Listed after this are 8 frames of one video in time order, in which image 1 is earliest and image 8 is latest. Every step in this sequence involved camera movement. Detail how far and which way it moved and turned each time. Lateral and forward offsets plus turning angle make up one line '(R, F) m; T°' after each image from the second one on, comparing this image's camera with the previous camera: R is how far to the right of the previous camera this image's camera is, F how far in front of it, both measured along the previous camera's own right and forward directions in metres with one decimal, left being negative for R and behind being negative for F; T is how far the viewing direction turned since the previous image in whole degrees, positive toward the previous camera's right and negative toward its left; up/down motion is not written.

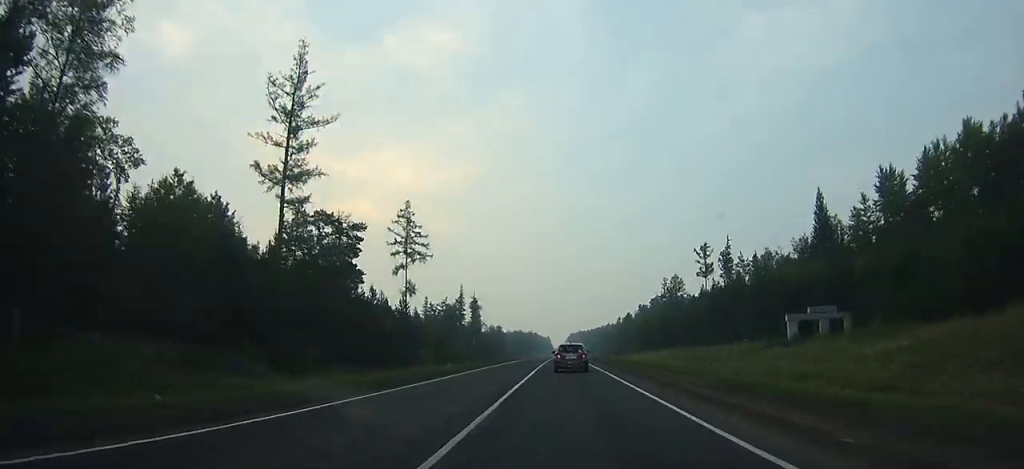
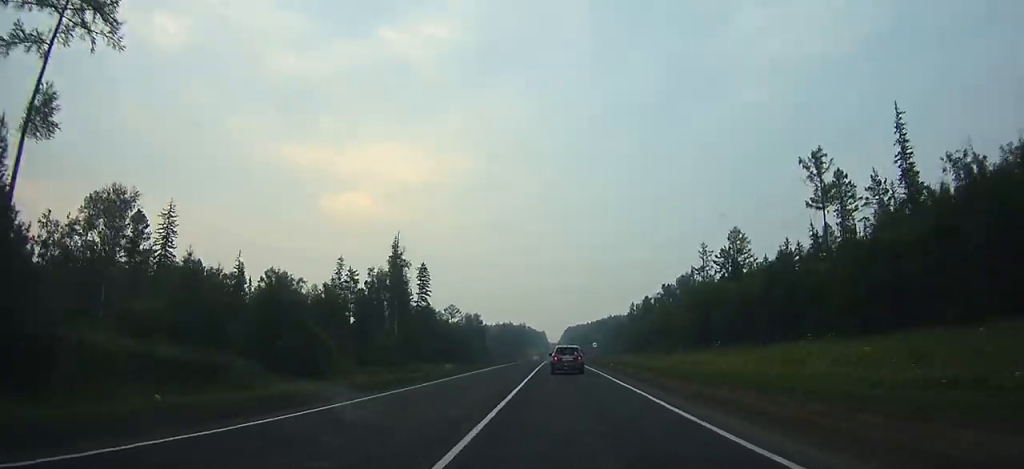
(-0.1, +67.9) m; 0°
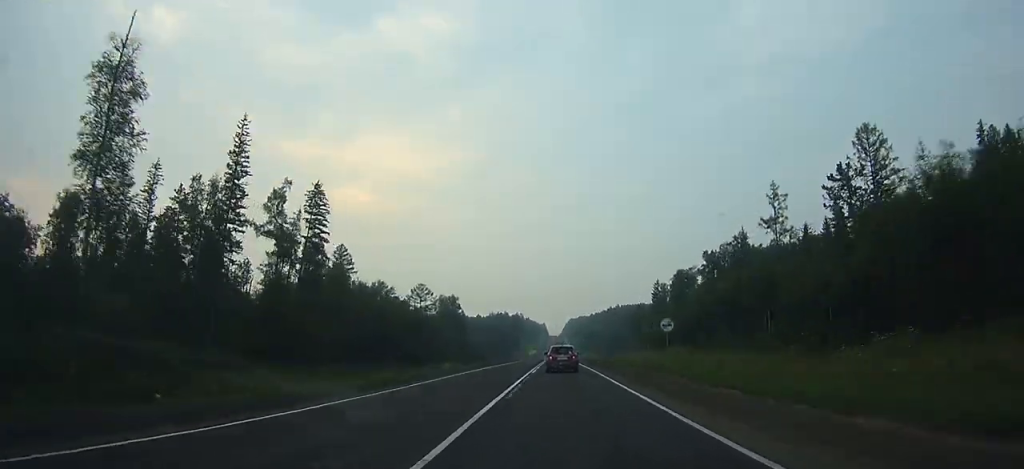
(+0.1, +55.3) m; 0°
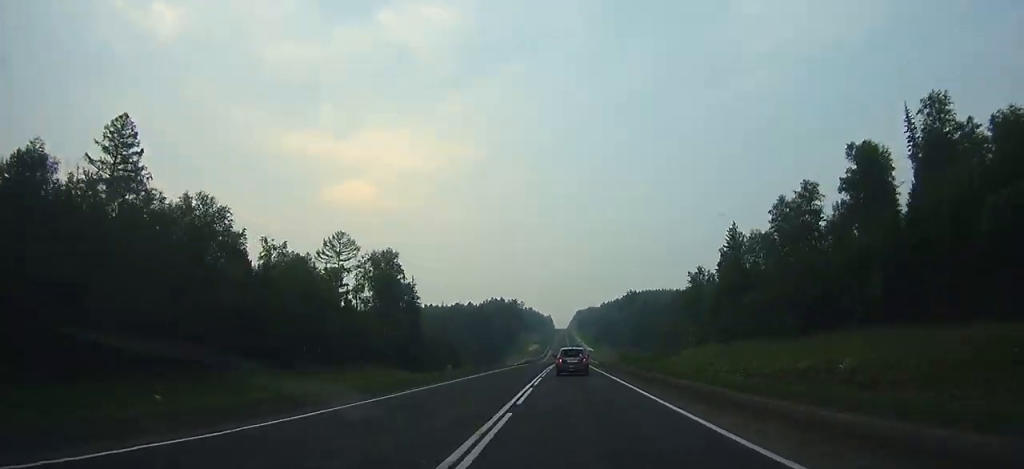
(-0.1, +76.6) m; 0°
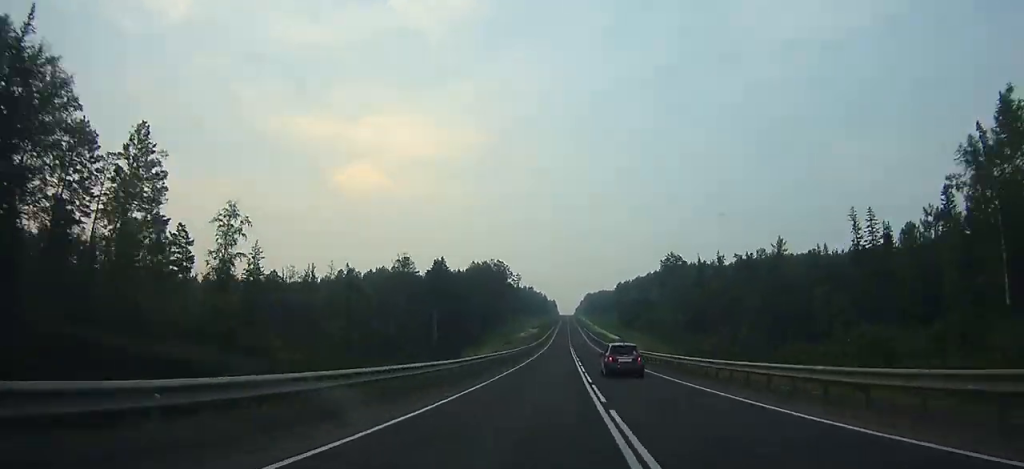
(-0.4, +96.8) m; 0°
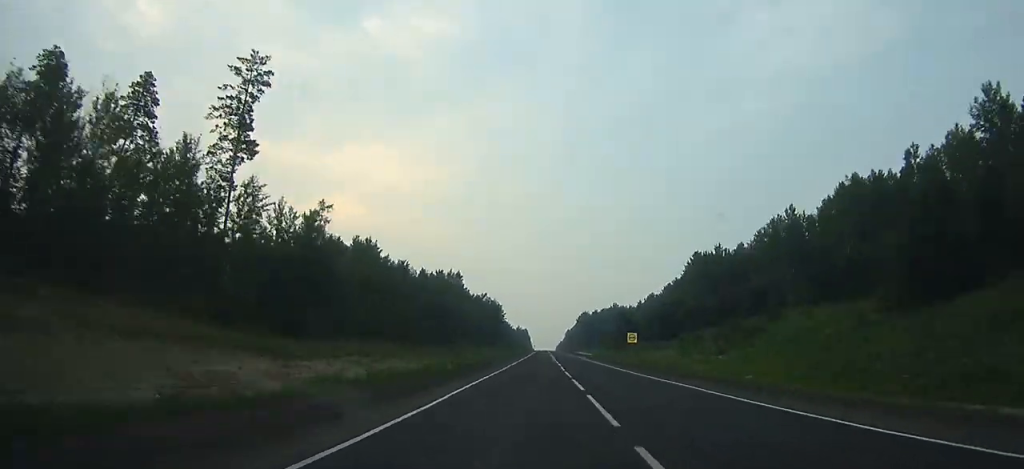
(+3.1, +266.5) m; +1°
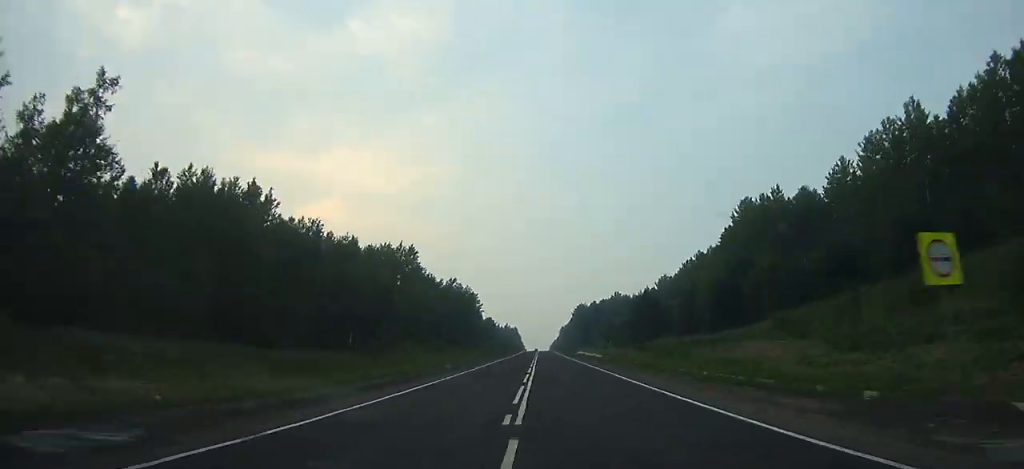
(+0.3, +46.3) m; 0°
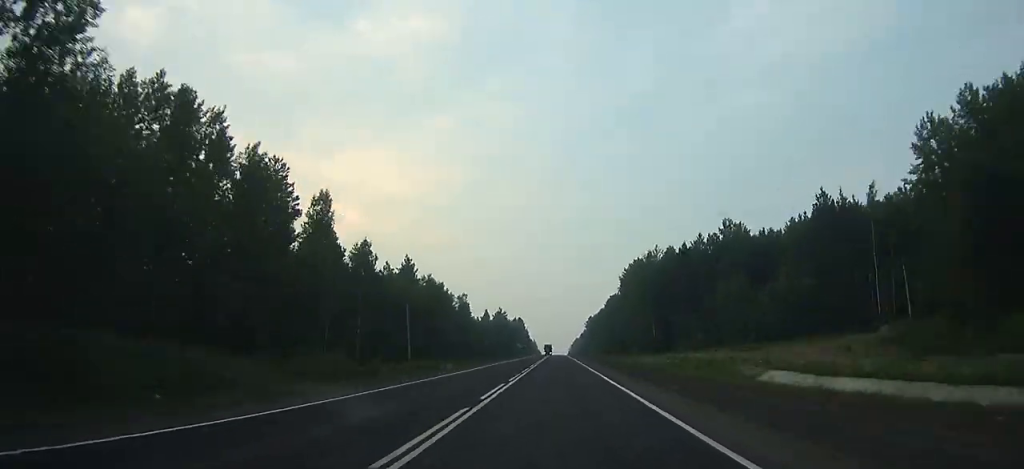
(+1.6, +165.8) m; +5°
